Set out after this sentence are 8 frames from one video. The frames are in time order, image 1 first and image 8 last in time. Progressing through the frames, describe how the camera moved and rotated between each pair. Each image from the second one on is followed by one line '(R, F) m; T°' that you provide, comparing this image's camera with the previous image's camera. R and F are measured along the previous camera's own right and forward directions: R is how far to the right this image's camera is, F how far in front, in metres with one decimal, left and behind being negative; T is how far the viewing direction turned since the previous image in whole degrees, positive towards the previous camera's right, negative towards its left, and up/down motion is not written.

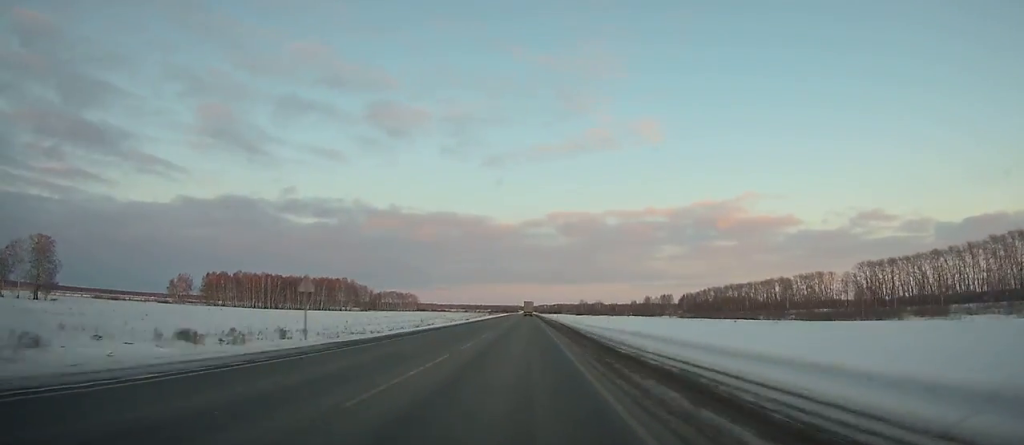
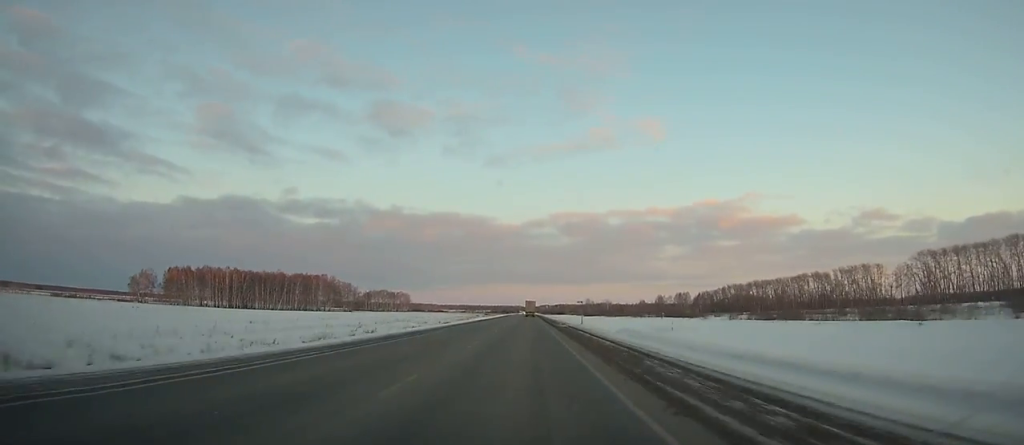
(-0.1, +44.4) m; 0°
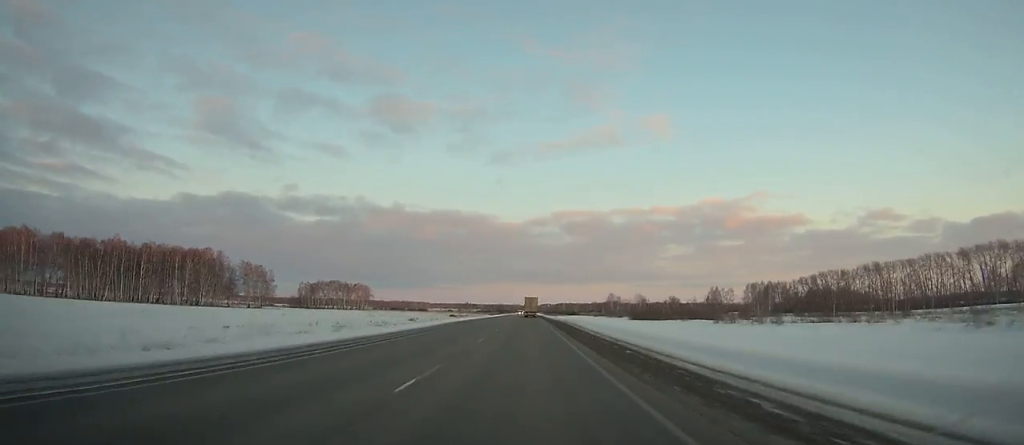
(-0.2, +139.2) m; 0°
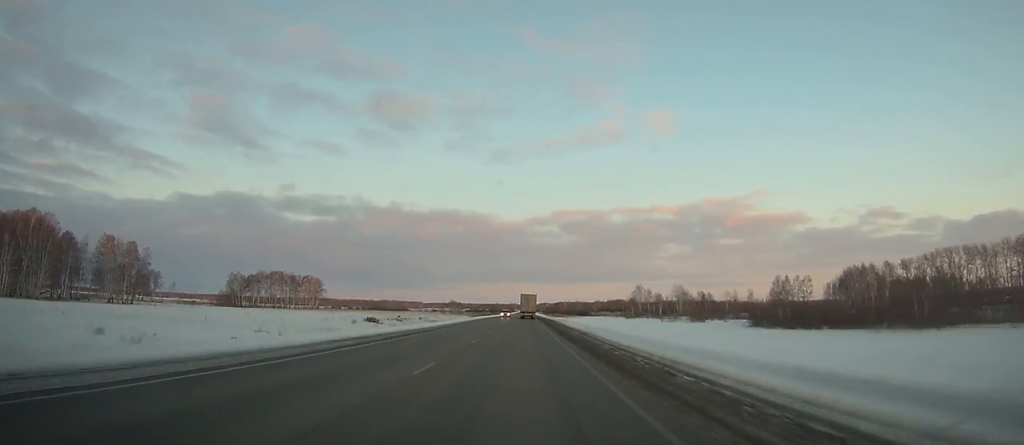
(+0.1, +93.9) m; 0°
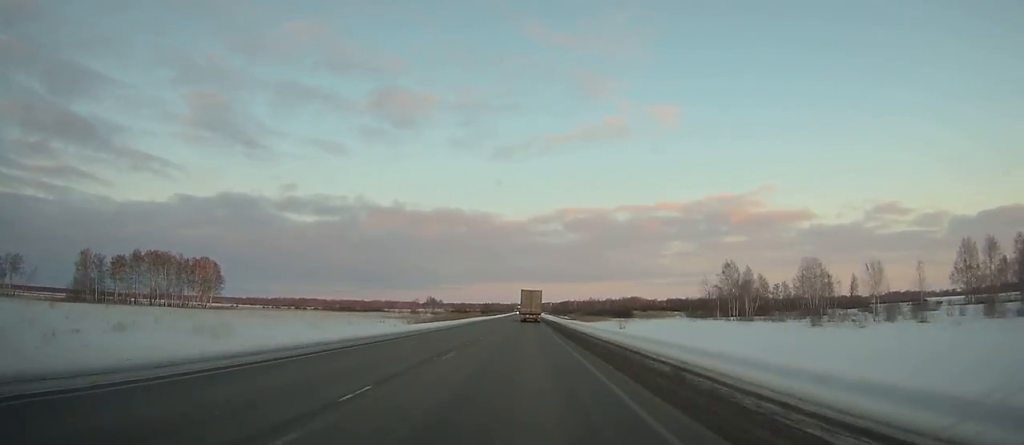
(+0.1, +115.1) m; -1°
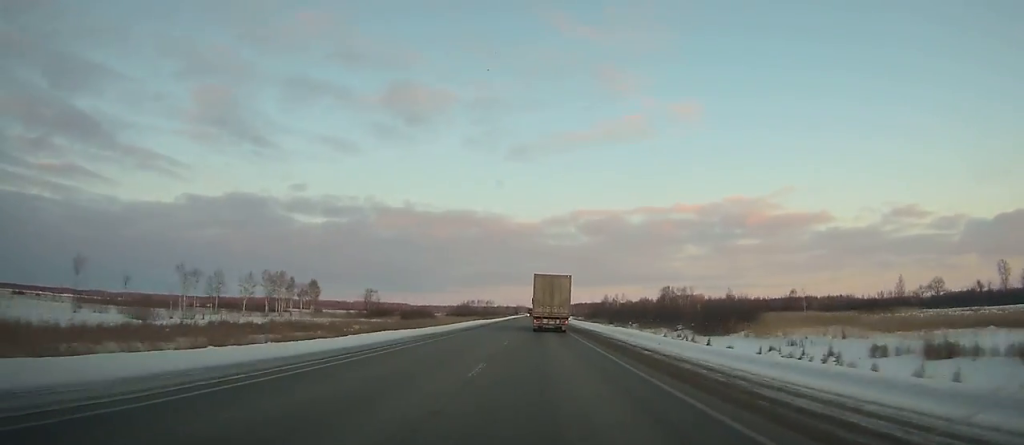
(-4.7, +230.8) m; 0°
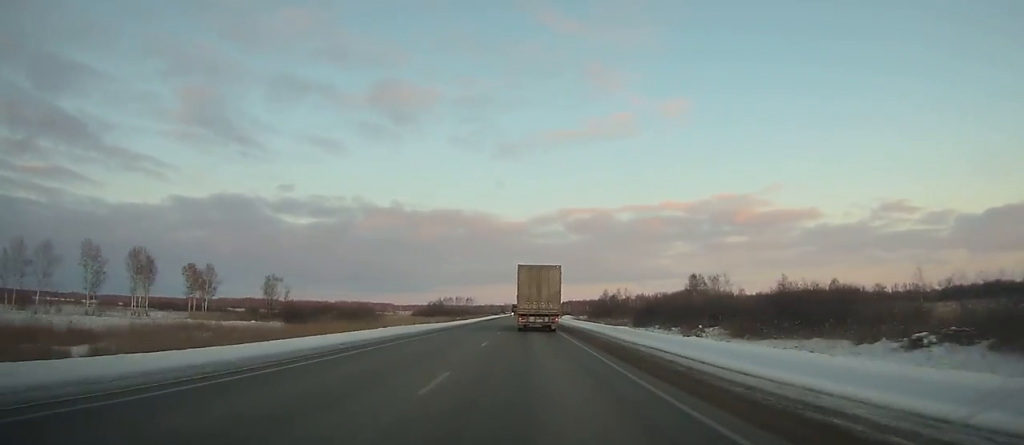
(+0.4, +49.8) m; +1°
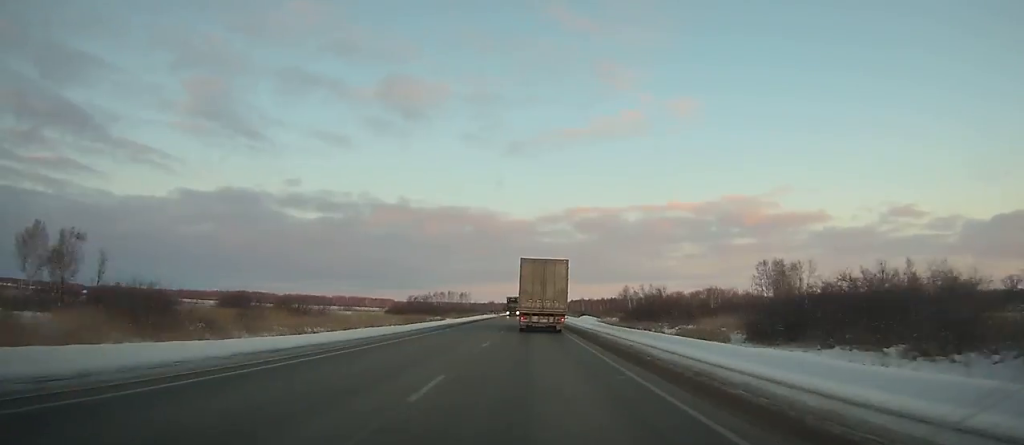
(+0.2, +49.0) m; 0°
